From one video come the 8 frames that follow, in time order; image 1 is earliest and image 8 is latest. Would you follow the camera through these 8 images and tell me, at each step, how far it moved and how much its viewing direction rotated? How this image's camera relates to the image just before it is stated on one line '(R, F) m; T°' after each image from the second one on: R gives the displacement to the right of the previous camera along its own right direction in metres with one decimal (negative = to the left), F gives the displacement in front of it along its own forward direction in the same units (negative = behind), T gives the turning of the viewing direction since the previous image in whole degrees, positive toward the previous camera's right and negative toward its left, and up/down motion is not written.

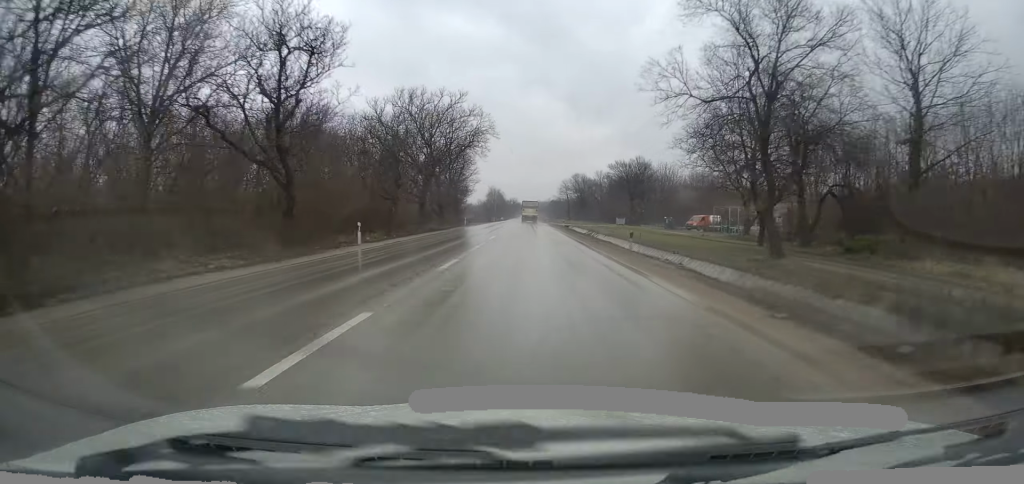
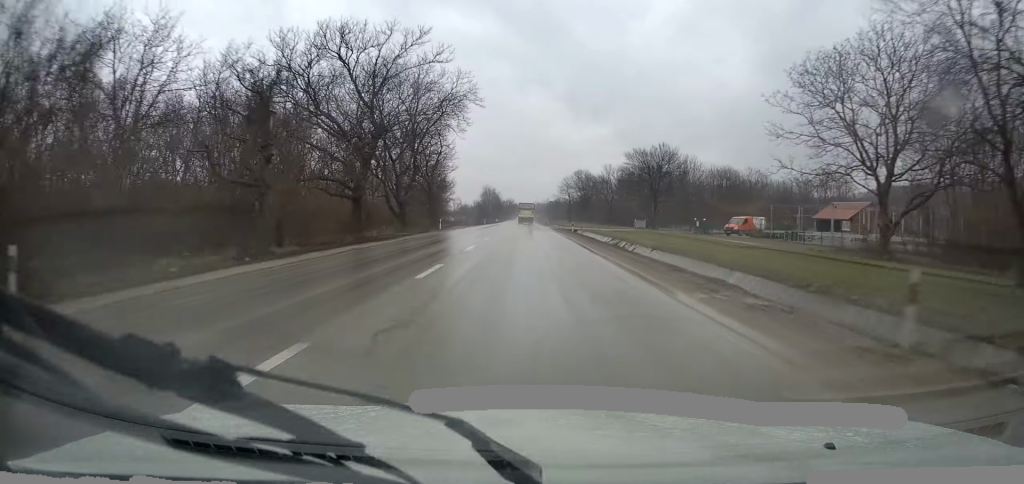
(0.0, +19.0) m; 0°
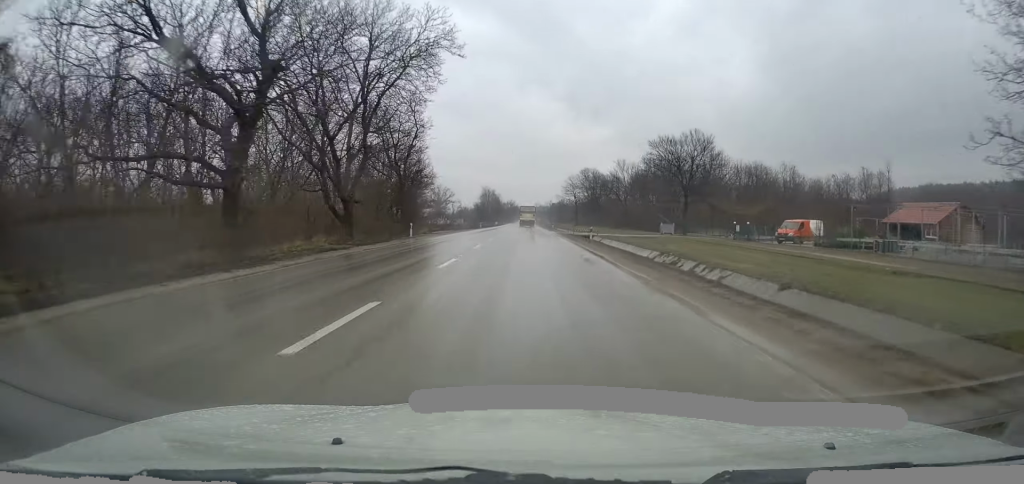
(0.0, +14.6) m; +1°
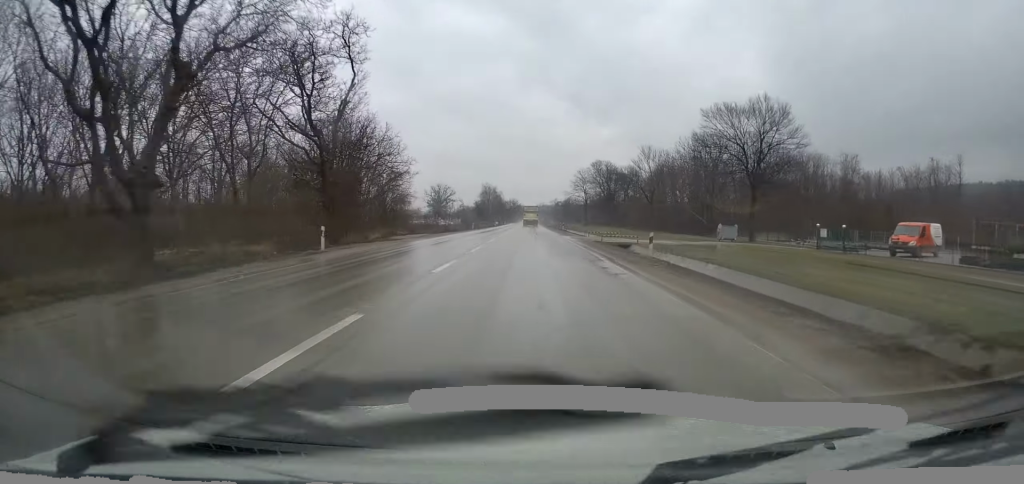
(+0.2, +18.4) m; +1°
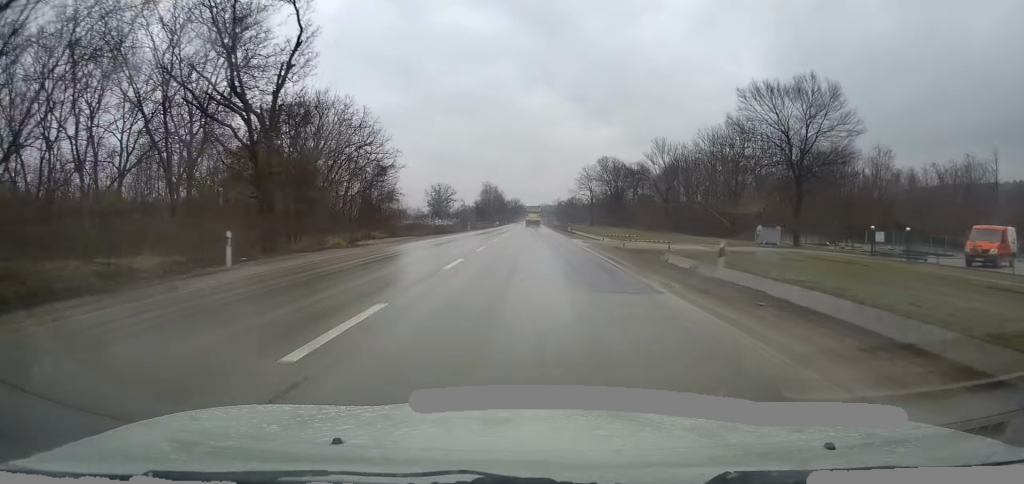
(+0.2, +7.6) m; 0°
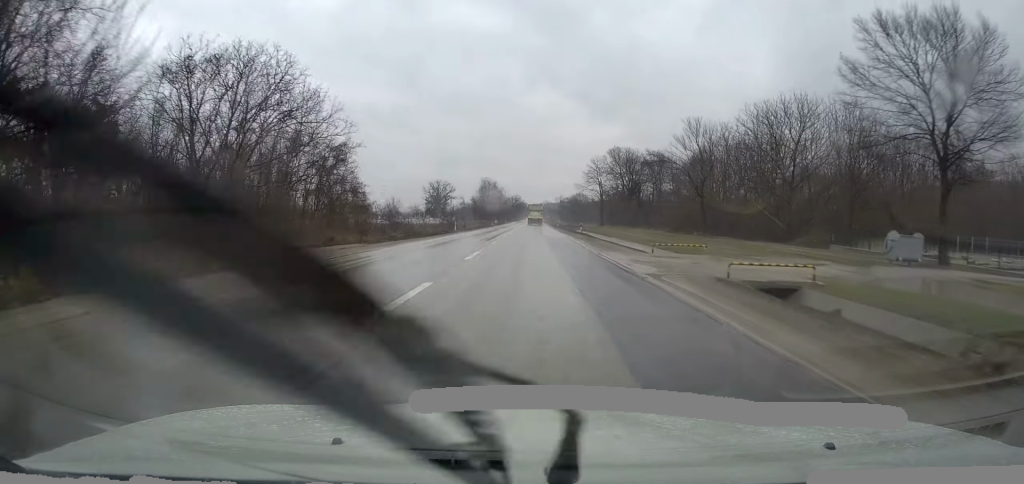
(-0.2, +14.7) m; -1°
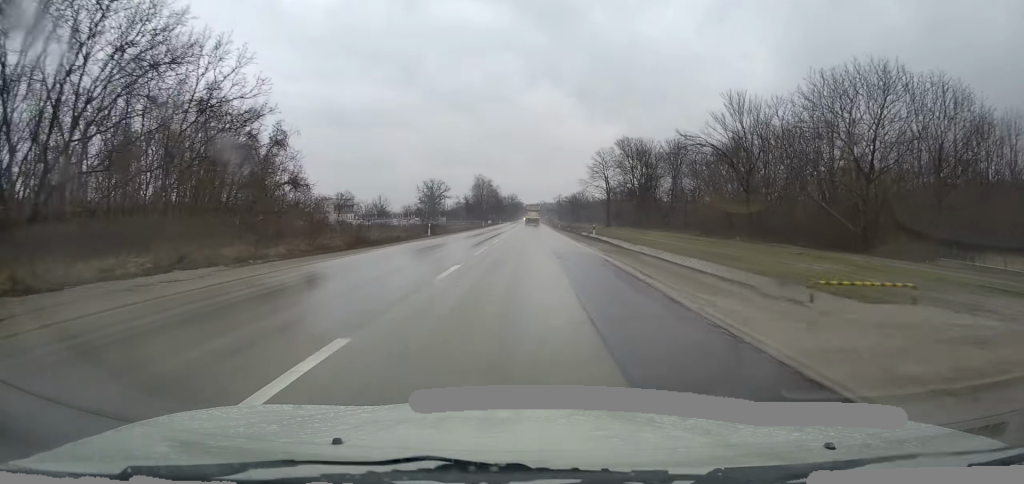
(-0.1, +13.4) m; -1°
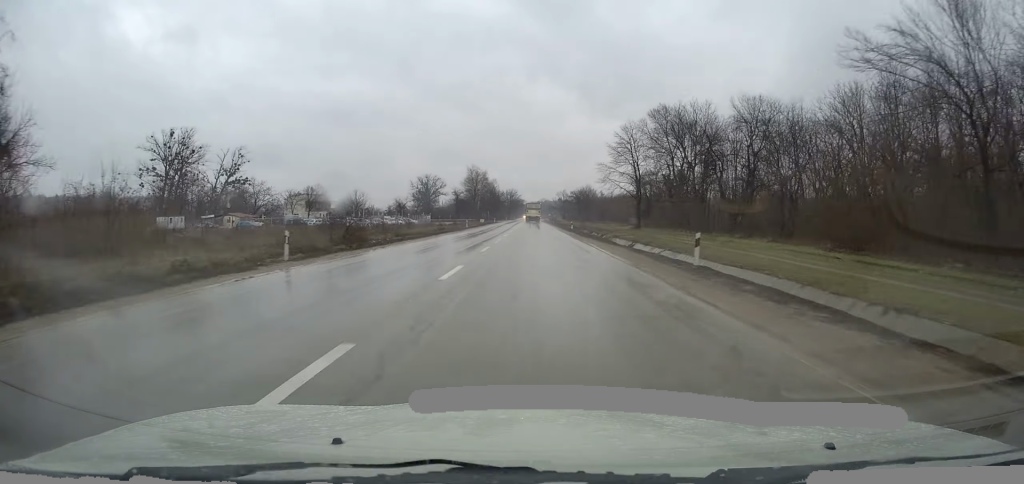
(0.0, +26.2) m; 0°
